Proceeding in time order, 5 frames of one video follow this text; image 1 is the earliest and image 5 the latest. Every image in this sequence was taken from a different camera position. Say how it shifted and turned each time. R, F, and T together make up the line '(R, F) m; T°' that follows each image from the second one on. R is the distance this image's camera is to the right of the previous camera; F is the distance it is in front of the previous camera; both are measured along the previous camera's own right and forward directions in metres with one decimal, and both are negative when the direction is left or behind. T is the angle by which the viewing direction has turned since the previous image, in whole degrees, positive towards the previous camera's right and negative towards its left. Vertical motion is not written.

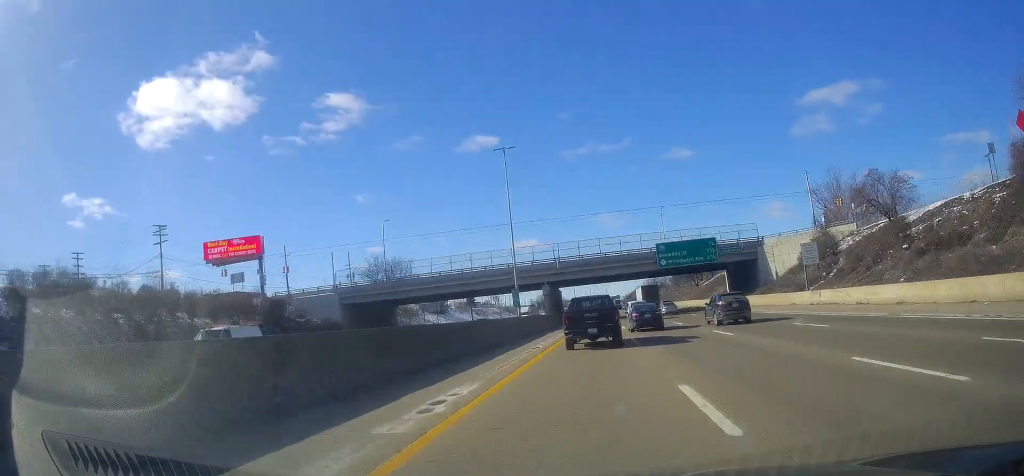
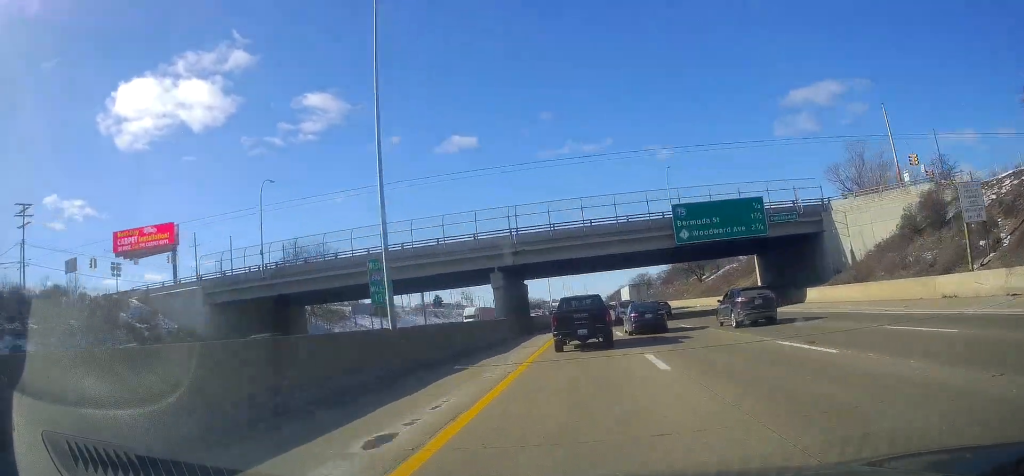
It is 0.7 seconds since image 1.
(+0.4, +25.5) m; +1°
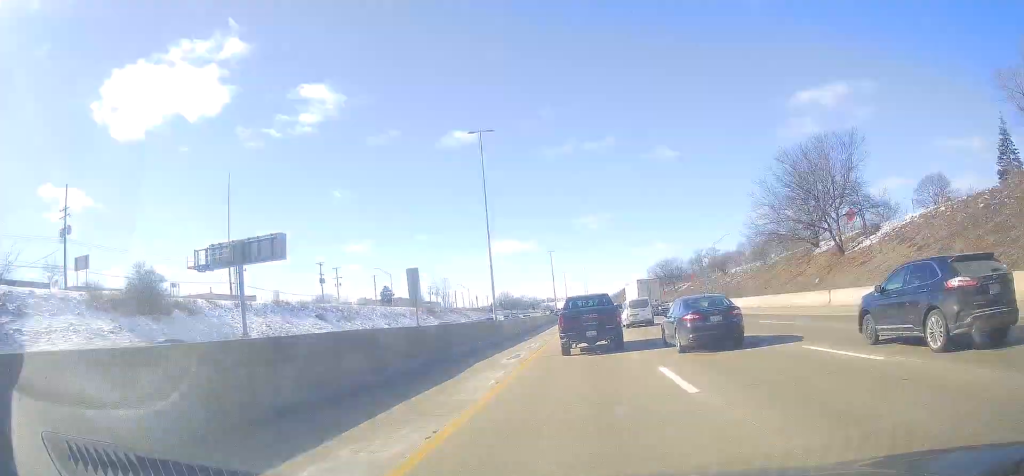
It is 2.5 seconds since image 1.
(-0.4, +64.9) m; -1°
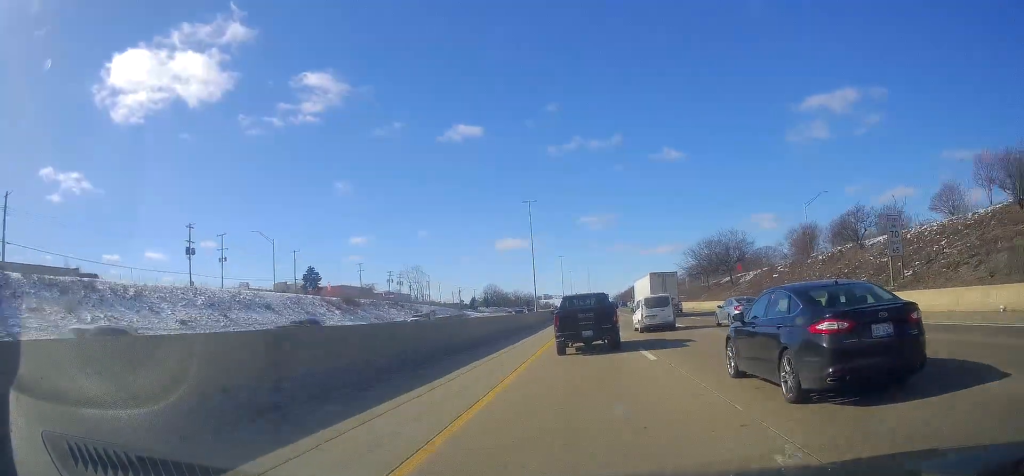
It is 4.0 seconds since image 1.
(-0.7, +54.4) m; -1°
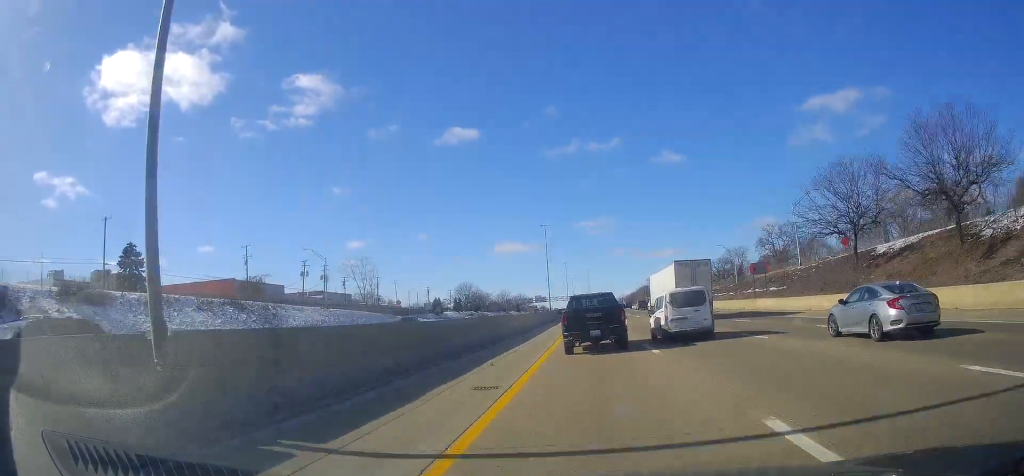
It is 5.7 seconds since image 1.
(+0.1, +59.1) m; 0°
